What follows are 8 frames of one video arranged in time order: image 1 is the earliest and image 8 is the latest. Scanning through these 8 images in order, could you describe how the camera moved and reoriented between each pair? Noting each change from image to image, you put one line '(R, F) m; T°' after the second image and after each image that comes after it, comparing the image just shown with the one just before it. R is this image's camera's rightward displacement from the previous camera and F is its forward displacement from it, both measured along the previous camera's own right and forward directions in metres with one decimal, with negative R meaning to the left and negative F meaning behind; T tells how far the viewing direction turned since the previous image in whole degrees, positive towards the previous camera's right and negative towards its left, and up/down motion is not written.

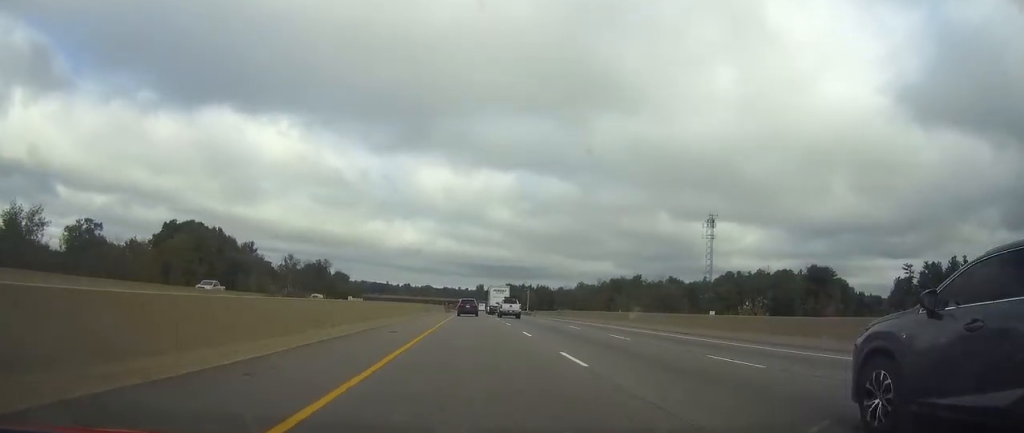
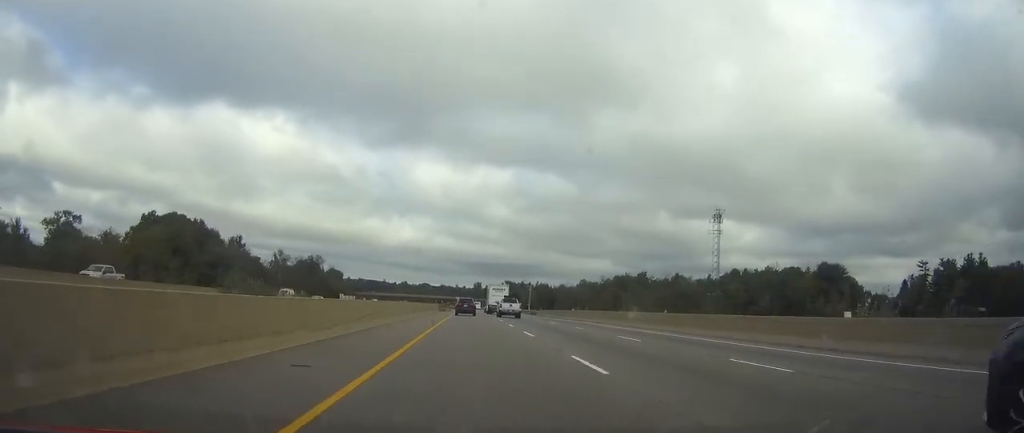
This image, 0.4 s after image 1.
(-0.1, +13.4) m; 0°
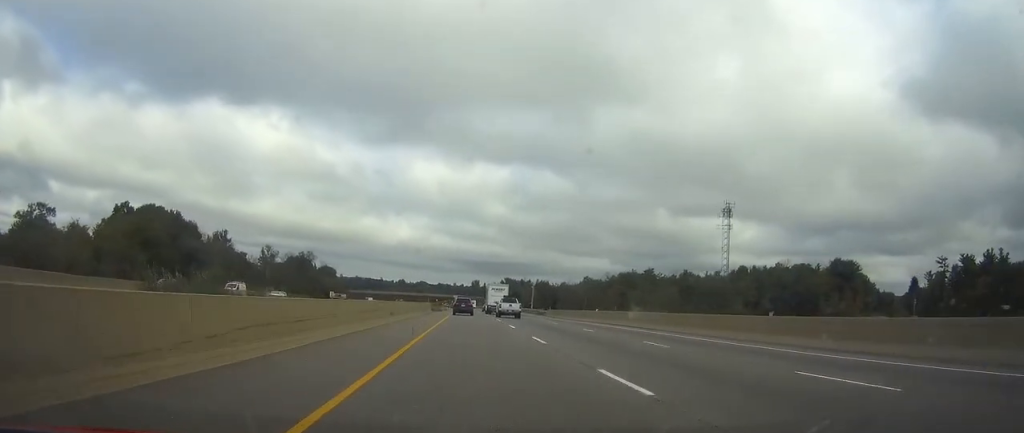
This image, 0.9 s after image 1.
(+0.1, +15.6) m; 0°
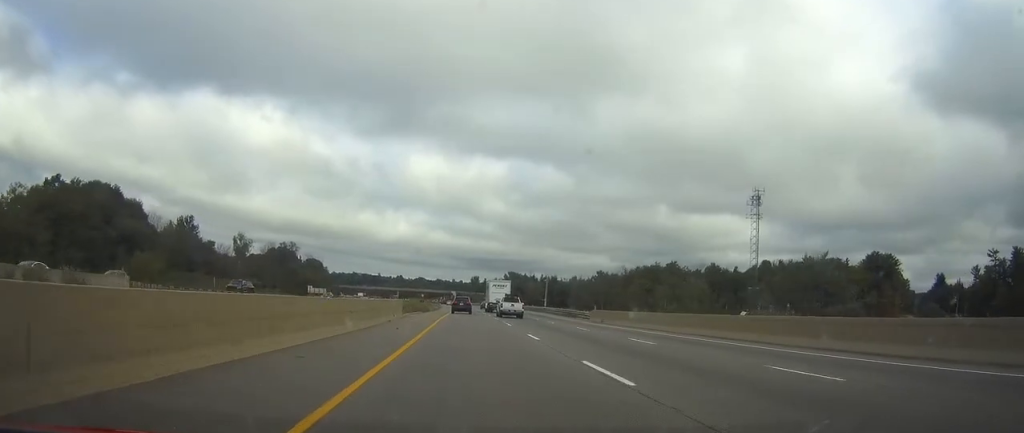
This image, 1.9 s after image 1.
(+0.1, +34.7) m; 0°
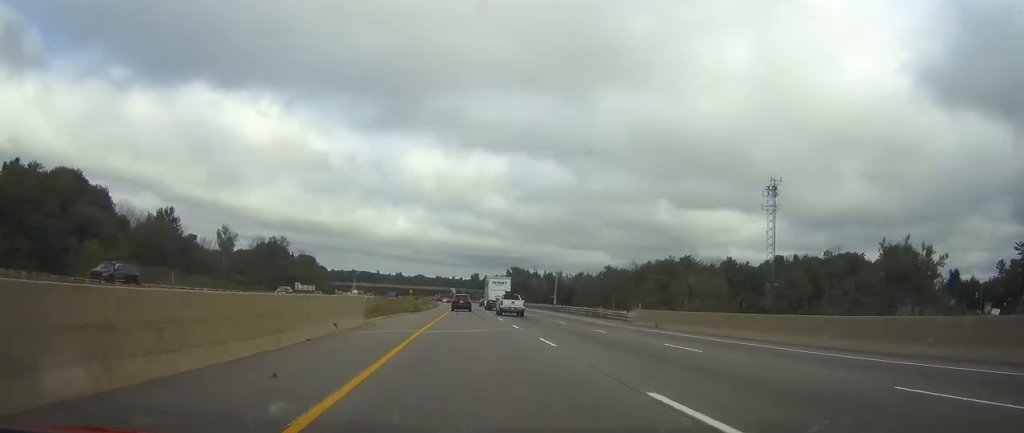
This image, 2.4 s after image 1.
(0.0, +16.8) m; 0°
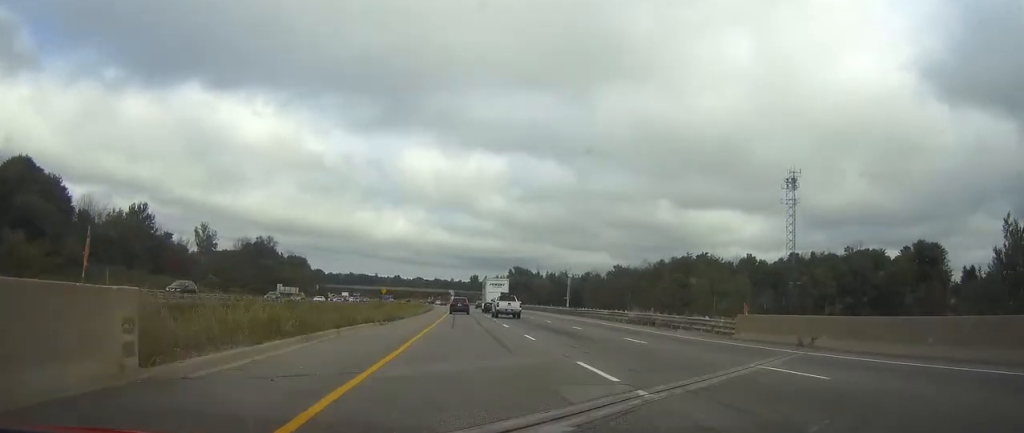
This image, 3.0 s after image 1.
(0.0, +19.1) m; 0°
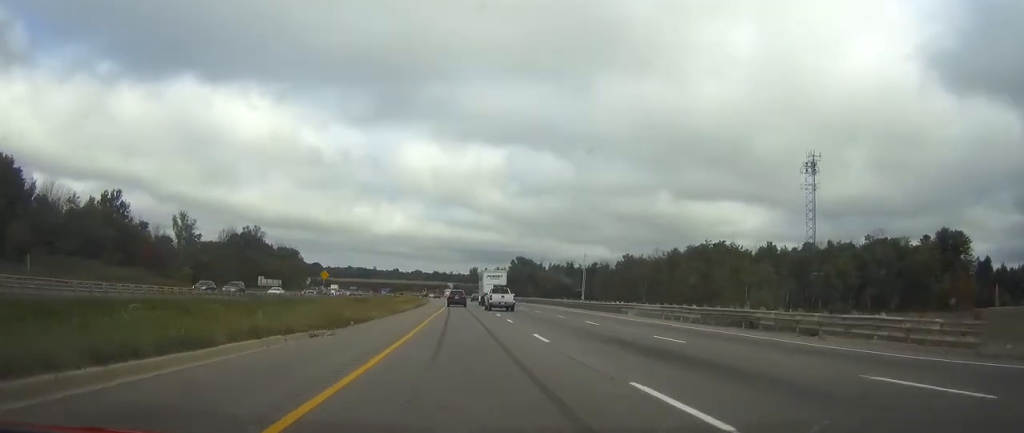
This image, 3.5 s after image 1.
(0.0, +16.8) m; 0°
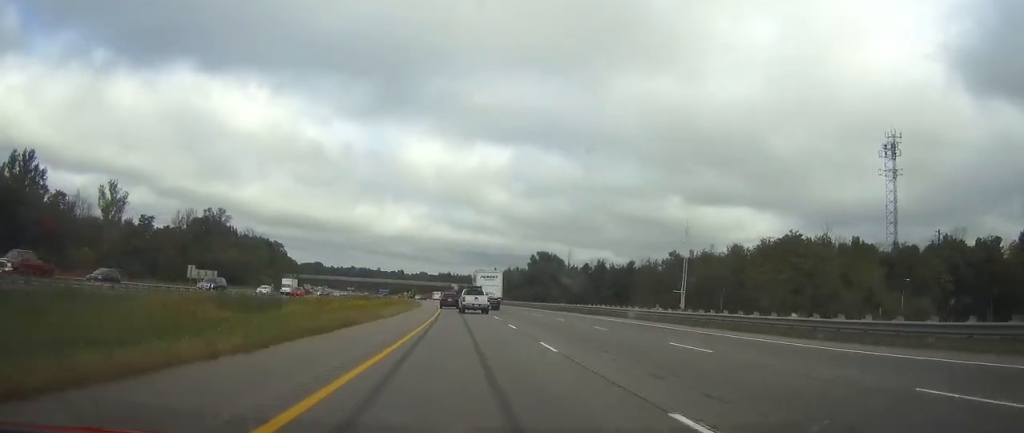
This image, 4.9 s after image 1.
(0.0, +48.4) m; 0°
